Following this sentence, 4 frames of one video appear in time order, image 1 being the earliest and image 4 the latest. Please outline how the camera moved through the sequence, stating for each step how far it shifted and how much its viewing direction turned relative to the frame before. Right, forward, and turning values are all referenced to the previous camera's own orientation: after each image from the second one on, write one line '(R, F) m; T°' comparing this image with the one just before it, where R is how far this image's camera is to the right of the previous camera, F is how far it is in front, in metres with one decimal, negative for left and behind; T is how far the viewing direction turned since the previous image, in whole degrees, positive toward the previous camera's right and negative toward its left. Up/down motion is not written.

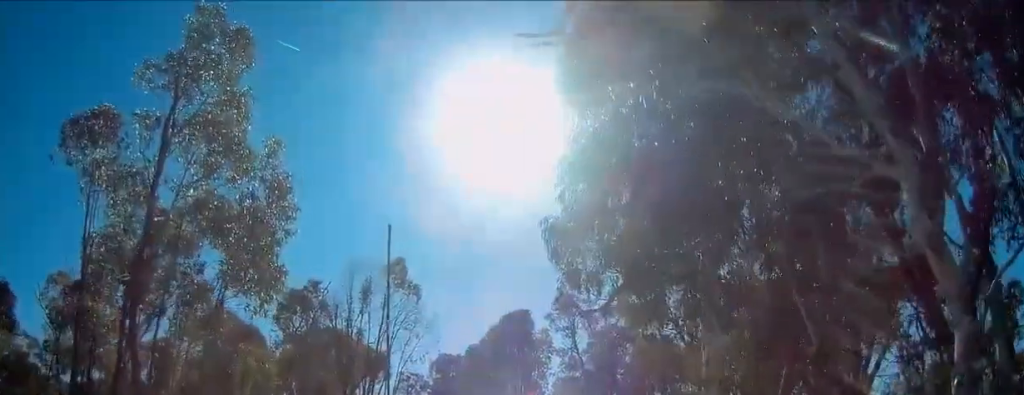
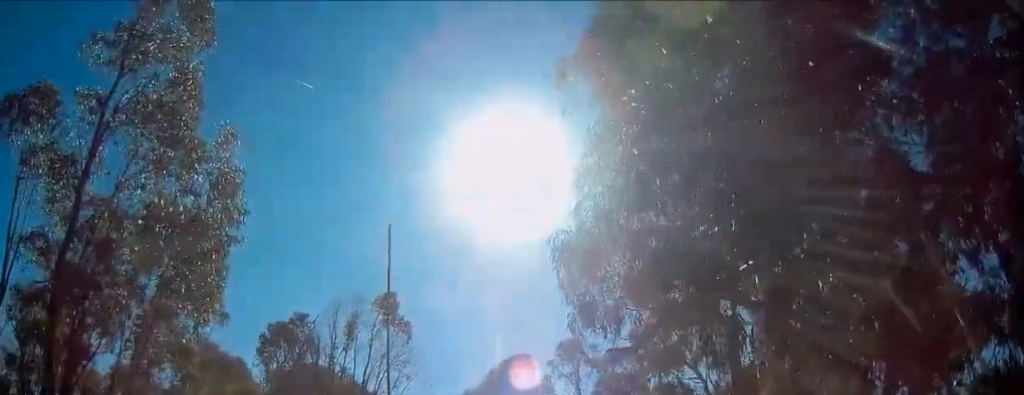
(+0.5, +2.9) m; +1°
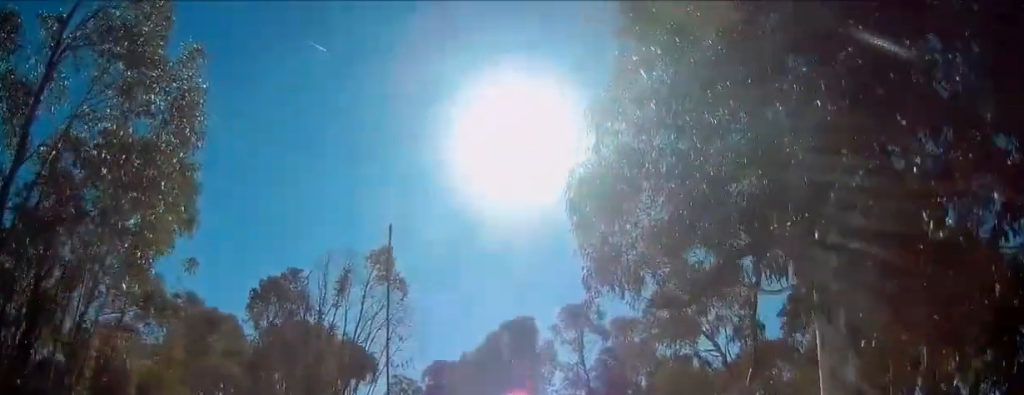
(-0.2, +1.9) m; -4°
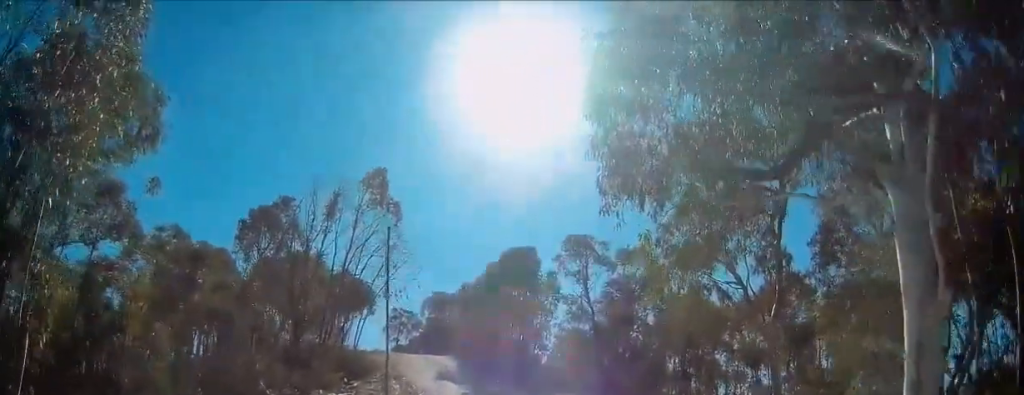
(-0.1, +1.6) m; -4°
